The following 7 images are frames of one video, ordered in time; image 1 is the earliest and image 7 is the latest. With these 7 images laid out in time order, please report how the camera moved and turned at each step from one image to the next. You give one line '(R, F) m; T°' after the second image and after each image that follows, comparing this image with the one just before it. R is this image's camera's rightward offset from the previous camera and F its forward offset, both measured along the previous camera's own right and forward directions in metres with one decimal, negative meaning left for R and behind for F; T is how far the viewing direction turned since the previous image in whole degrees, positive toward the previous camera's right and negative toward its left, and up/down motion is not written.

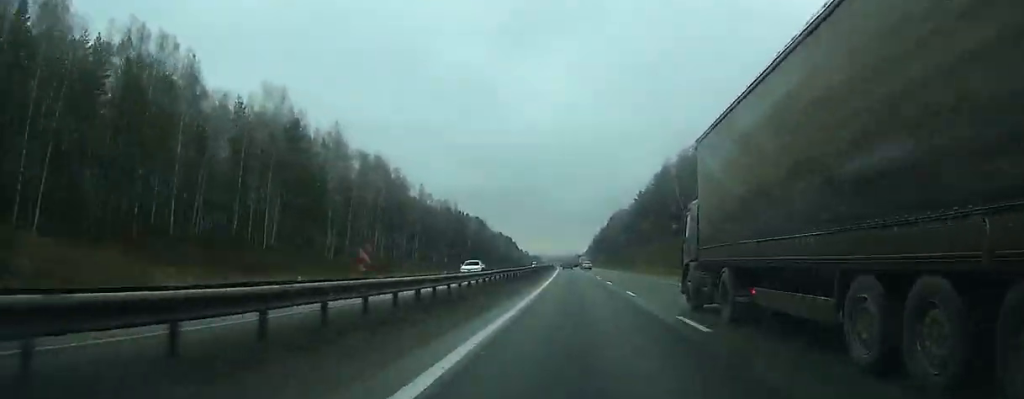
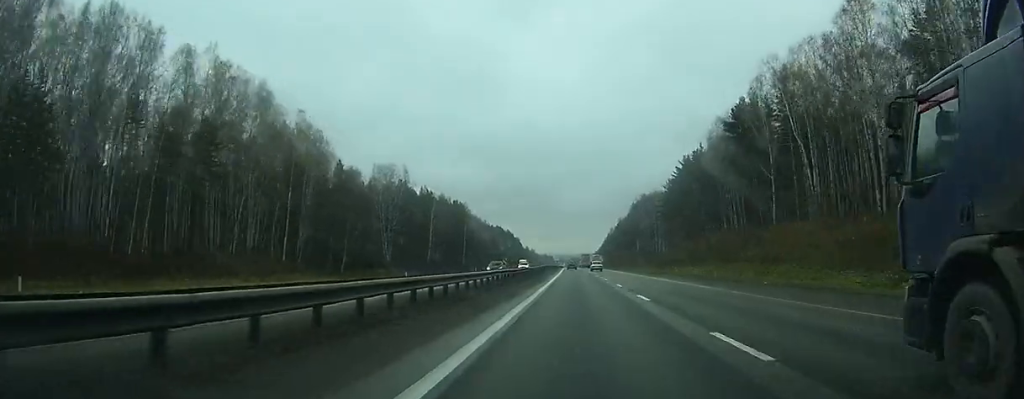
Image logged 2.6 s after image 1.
(-1.0, +74.0) m; -1°
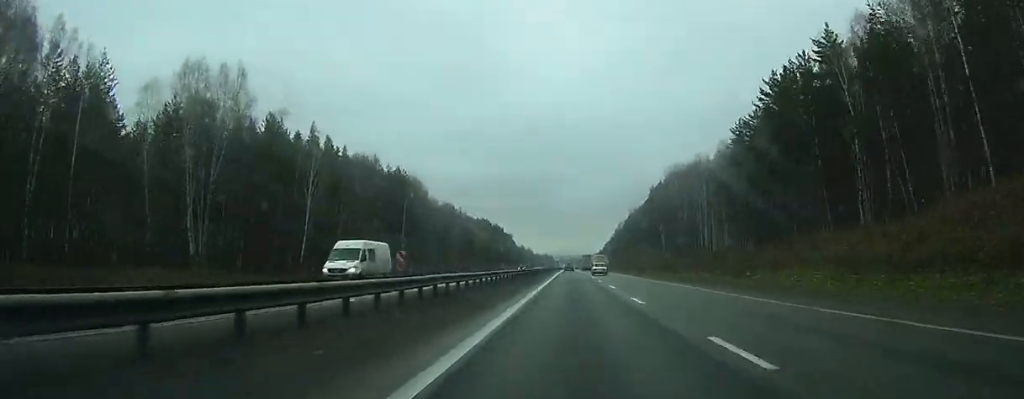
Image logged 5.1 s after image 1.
(-0.6, +71.4) m; -1°
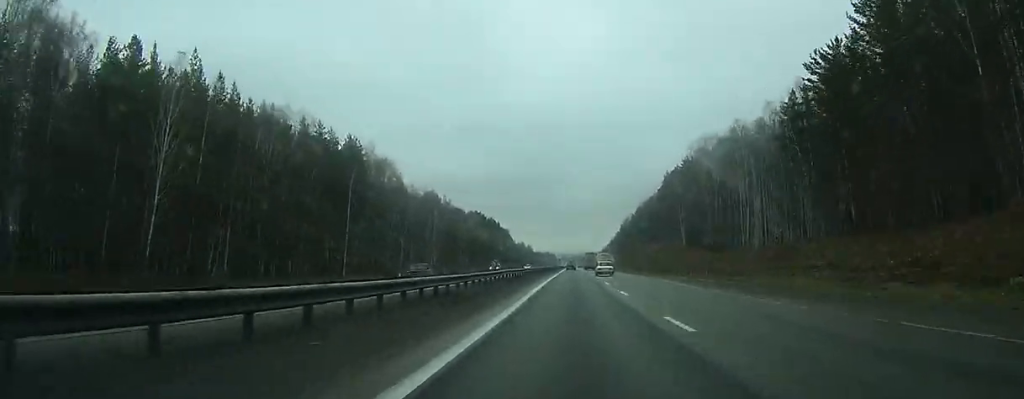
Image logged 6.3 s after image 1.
(-0.1, +31.6) m; 0°
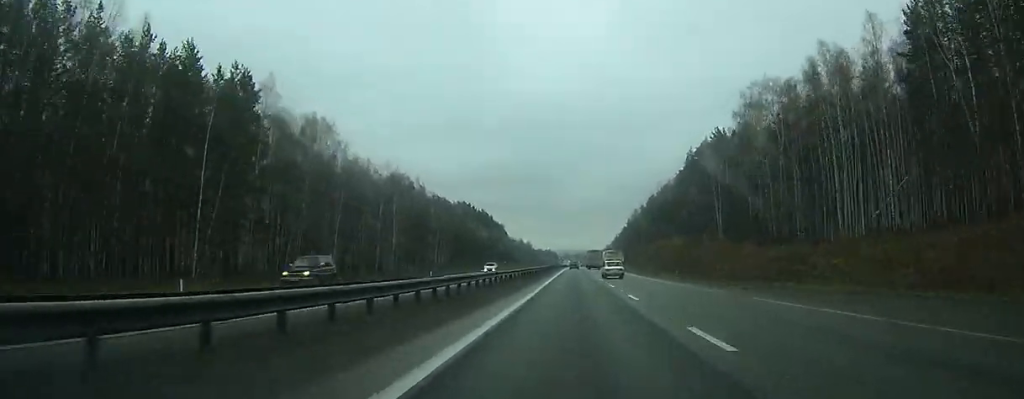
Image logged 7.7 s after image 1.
(-0.1, +38.8) m; 0°
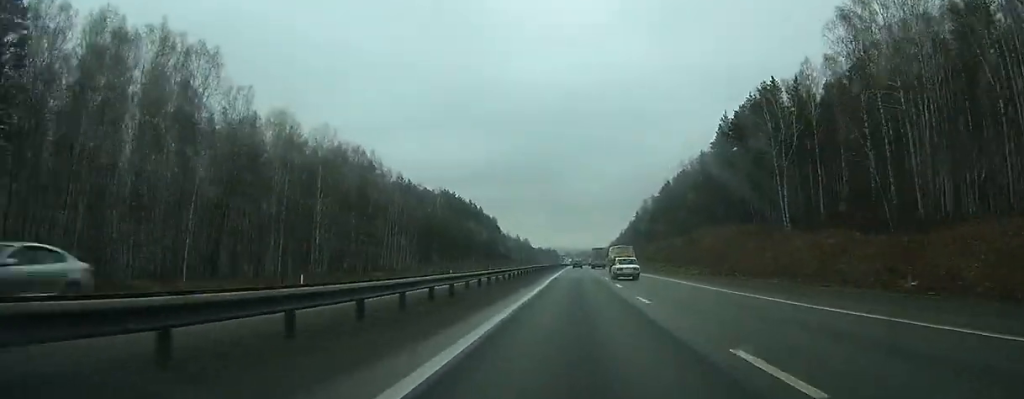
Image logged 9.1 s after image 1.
(0.0, +38.5) m; 0°
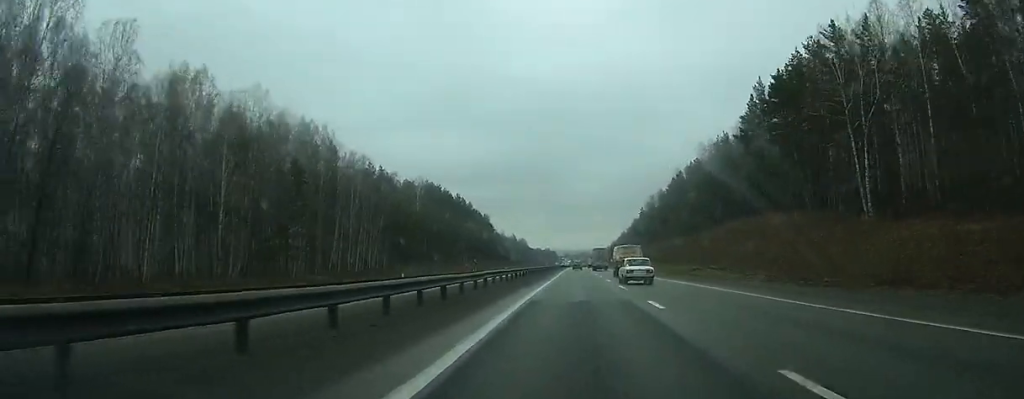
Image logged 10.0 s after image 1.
(+0.1, +25.5) m; 0°
